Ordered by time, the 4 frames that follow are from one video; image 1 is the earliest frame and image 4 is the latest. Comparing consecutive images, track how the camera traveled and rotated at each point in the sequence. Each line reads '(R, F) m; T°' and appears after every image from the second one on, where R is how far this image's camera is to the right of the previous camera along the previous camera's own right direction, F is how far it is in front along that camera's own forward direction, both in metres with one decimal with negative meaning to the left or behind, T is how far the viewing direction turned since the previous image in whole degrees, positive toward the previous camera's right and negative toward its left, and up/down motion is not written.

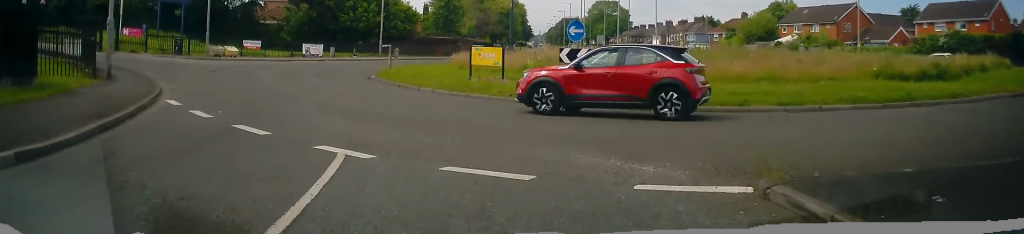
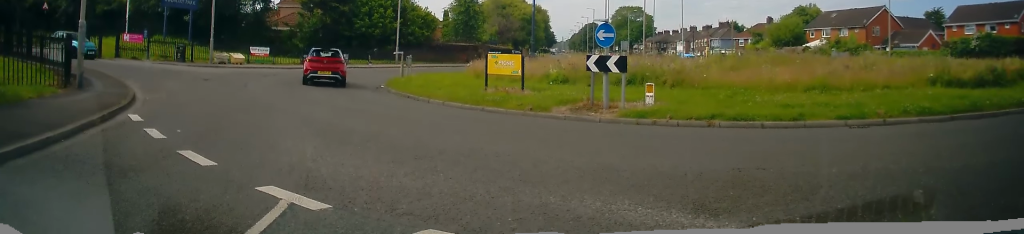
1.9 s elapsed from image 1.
(+0.3, +3.0) m; +6°
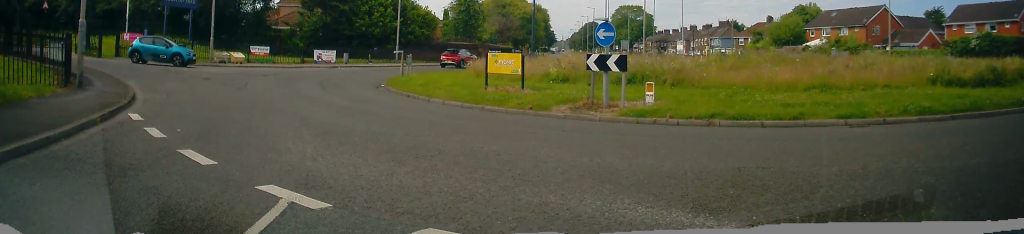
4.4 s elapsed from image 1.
(0.0, +0.1) m; 0°
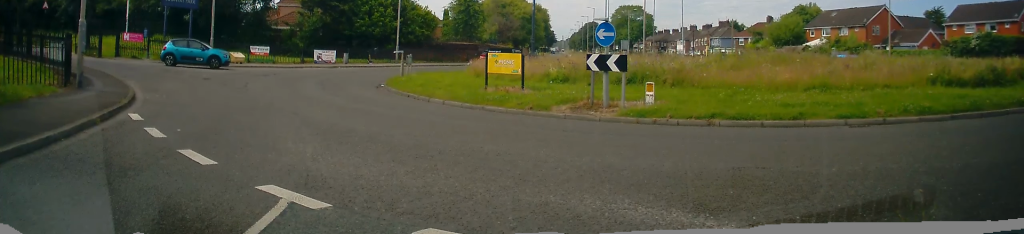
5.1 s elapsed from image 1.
(0.0, 0.0) m; 0°
